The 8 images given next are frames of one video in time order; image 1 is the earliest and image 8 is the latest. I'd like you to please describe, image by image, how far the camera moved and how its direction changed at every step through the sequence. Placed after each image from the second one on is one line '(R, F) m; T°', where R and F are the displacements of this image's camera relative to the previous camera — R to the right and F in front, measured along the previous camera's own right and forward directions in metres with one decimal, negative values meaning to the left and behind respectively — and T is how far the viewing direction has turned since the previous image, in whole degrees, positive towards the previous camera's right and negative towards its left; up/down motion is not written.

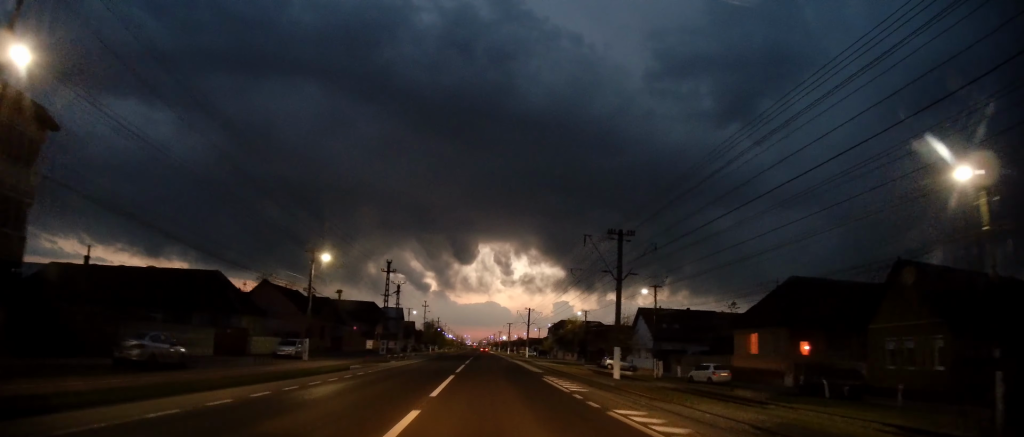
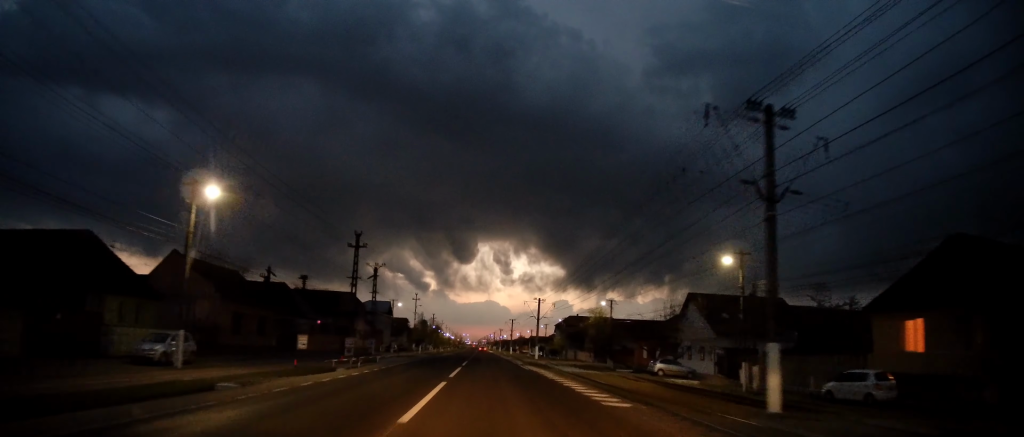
(+0.2, +16.8) m; 0°
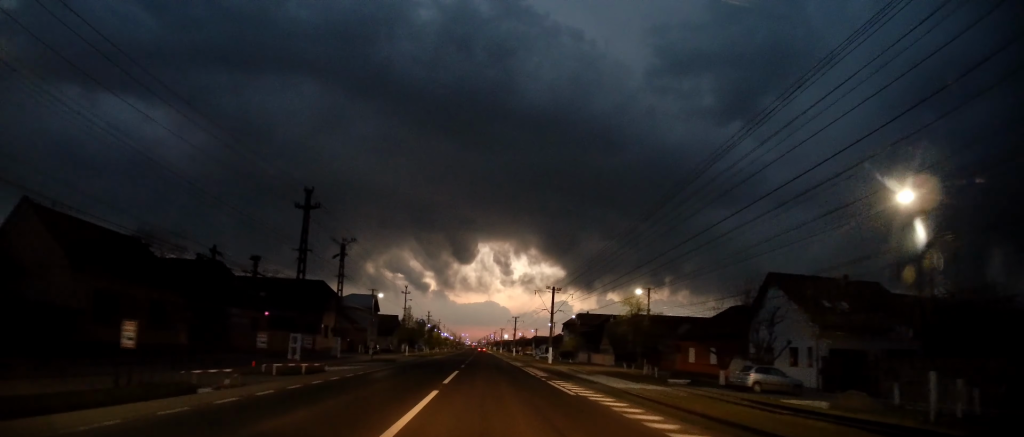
(-0.1, +15.1) m; 0°
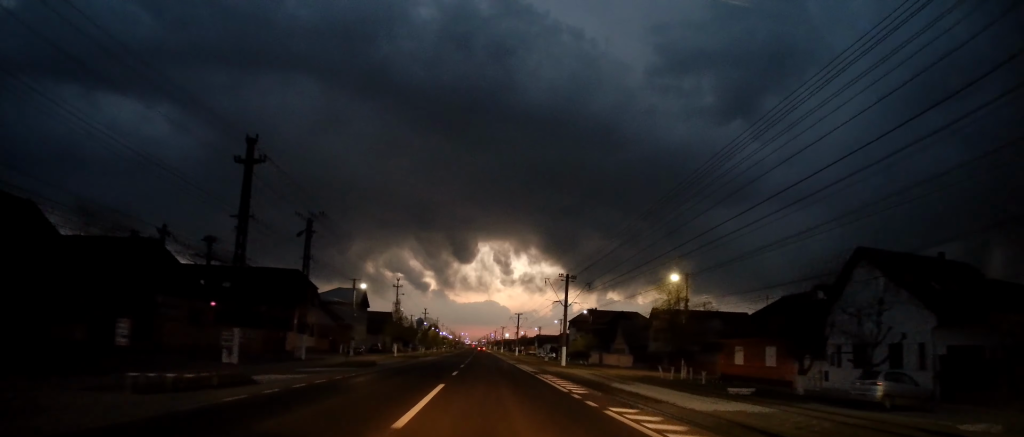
(-0.1, +9.7) m; 0°
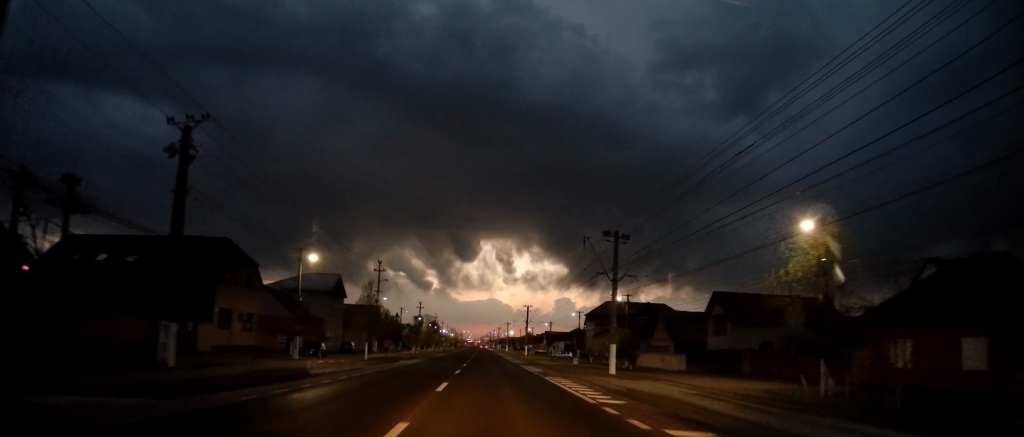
(+0.1, +17.8) m; 0°
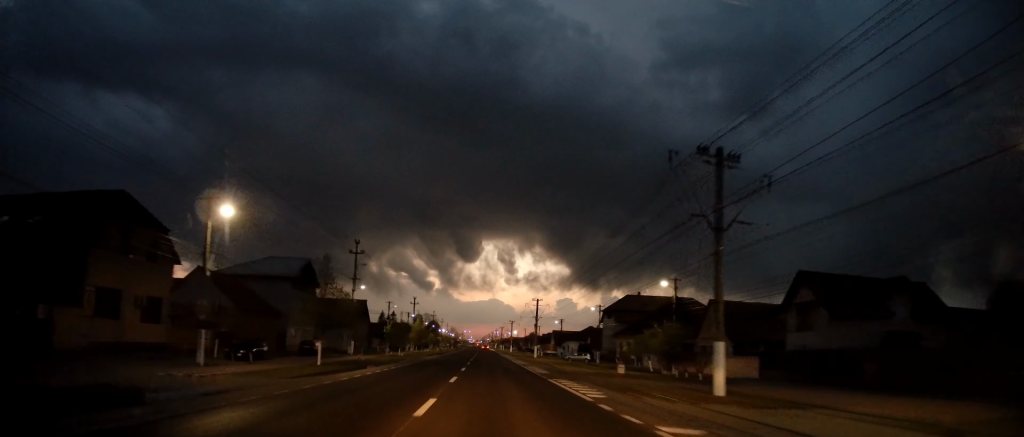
(-0.1, +14.2) m; 0°
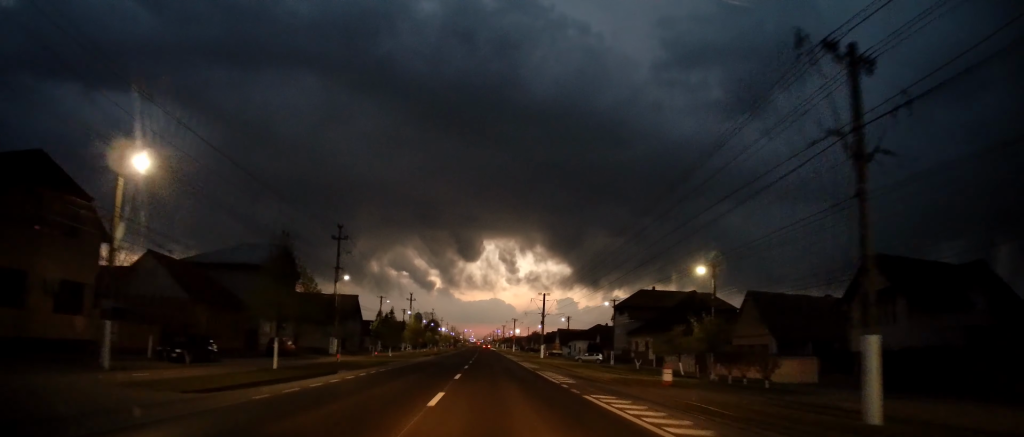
(0.0, +7.4) m; 0°
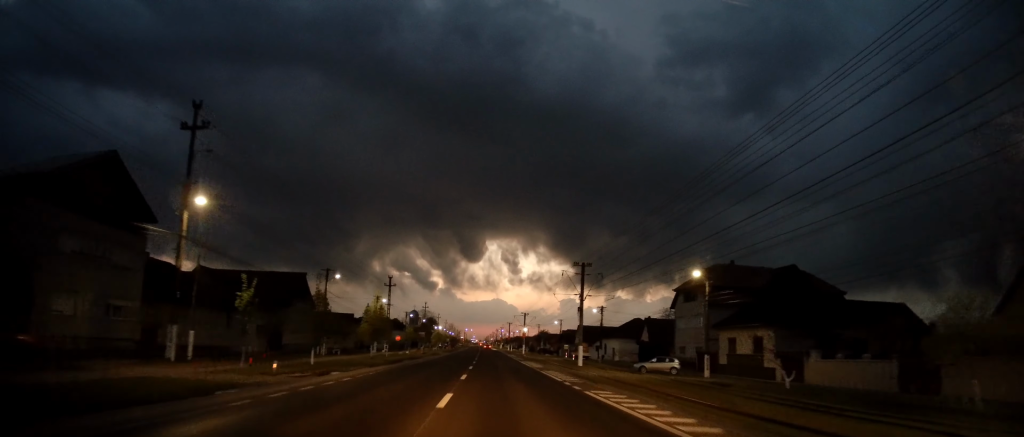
(0.0, +27.5) m; 0°
